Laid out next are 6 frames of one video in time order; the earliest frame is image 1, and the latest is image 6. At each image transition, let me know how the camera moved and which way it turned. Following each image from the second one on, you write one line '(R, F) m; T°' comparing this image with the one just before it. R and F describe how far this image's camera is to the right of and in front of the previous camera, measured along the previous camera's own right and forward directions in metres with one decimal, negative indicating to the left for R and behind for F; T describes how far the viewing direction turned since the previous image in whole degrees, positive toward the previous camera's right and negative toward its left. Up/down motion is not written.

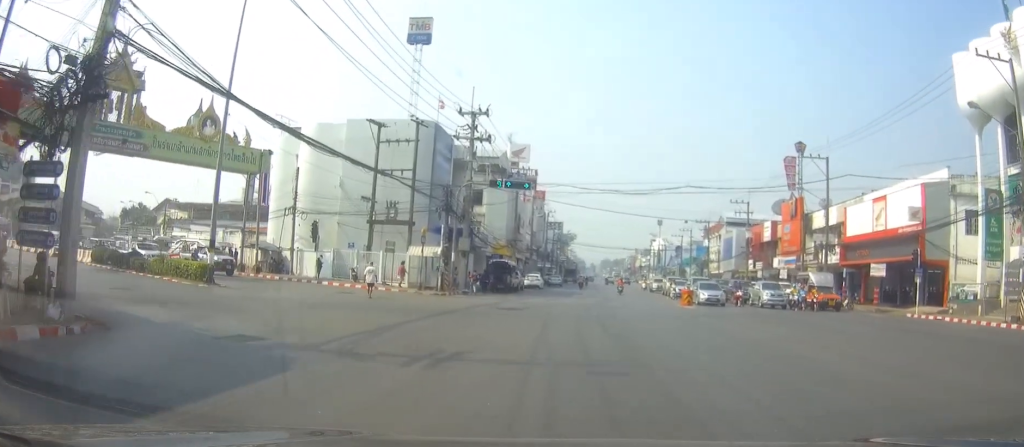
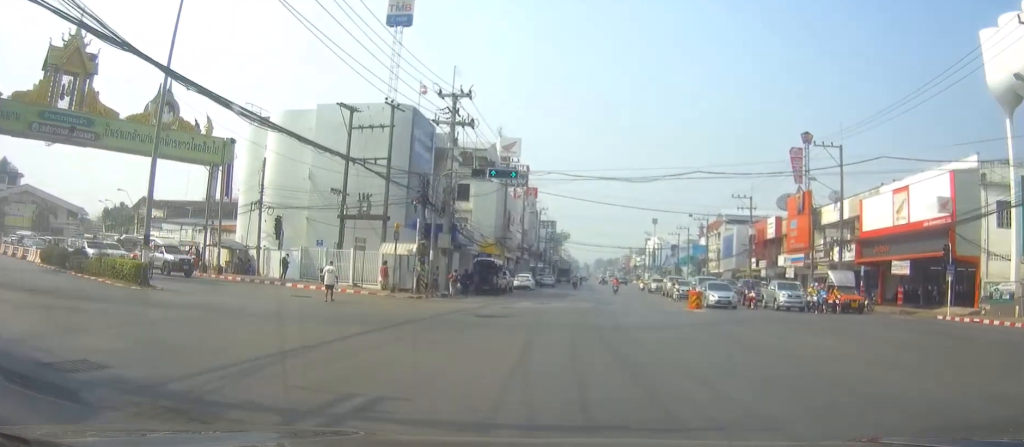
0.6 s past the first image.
(0.0, +4.7) m; 0°
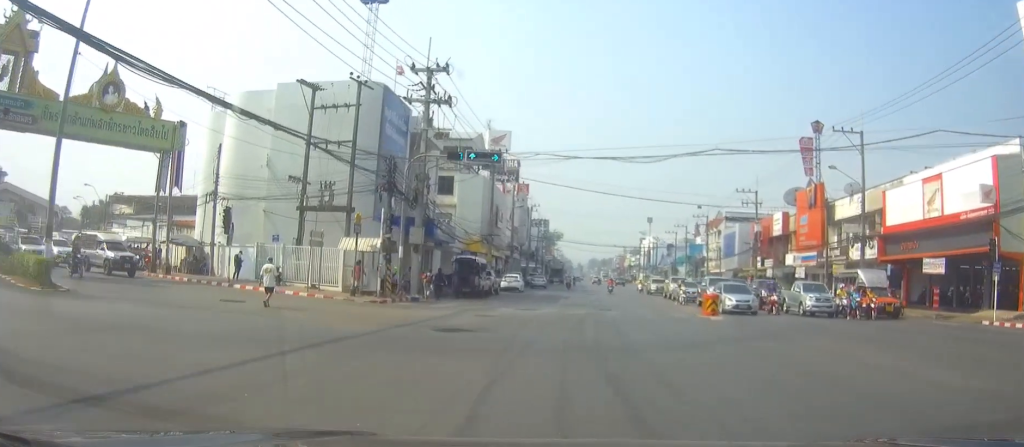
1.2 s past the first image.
(0.0, +5.9) m; 0°
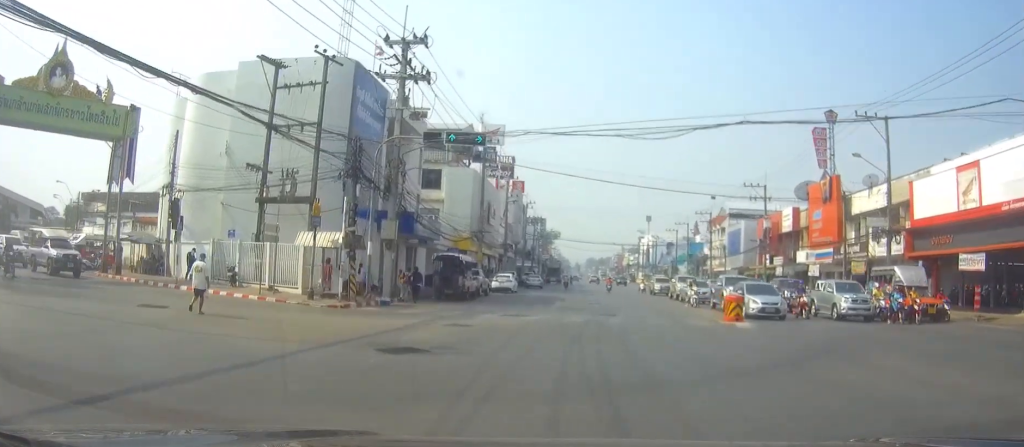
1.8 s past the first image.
(0.0, +4.8) m; 0°
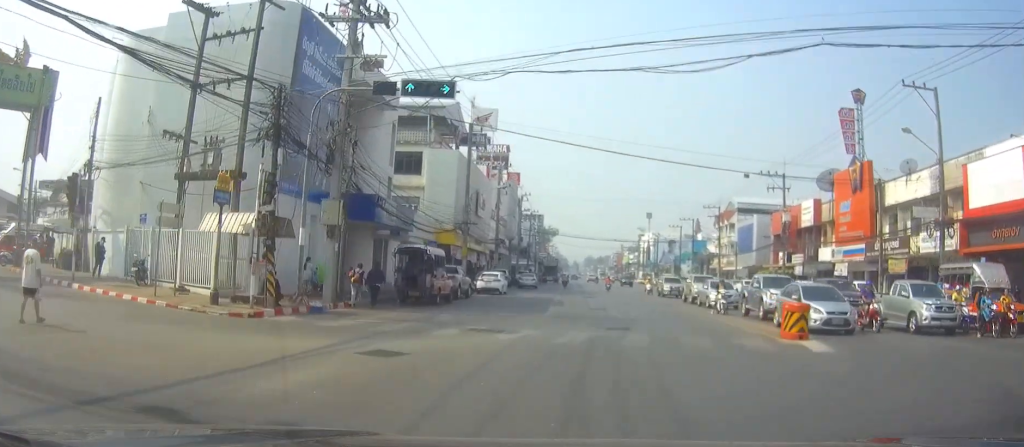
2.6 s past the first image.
(+0.1, +7.4) m; 0°
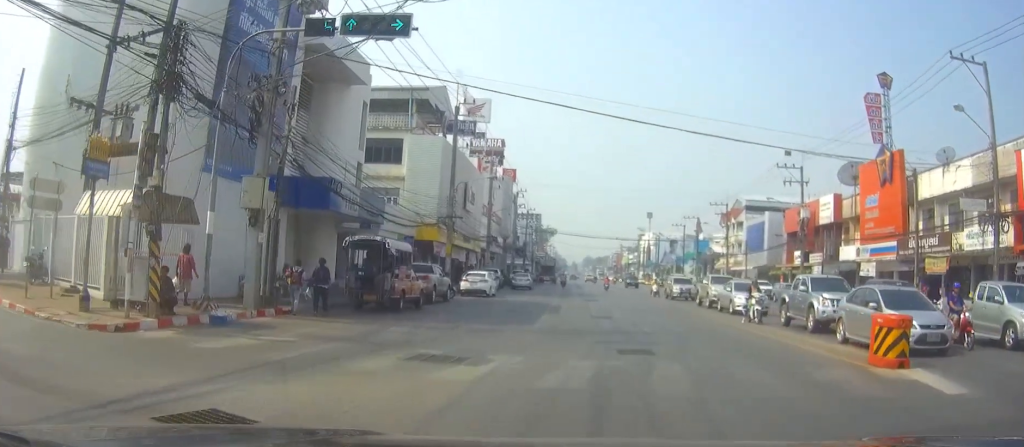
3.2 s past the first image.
(0.0, +6.0) m; +1°
